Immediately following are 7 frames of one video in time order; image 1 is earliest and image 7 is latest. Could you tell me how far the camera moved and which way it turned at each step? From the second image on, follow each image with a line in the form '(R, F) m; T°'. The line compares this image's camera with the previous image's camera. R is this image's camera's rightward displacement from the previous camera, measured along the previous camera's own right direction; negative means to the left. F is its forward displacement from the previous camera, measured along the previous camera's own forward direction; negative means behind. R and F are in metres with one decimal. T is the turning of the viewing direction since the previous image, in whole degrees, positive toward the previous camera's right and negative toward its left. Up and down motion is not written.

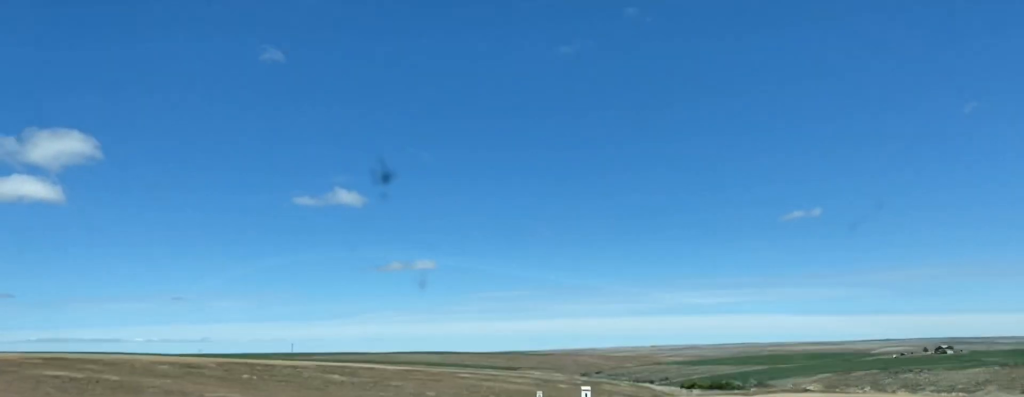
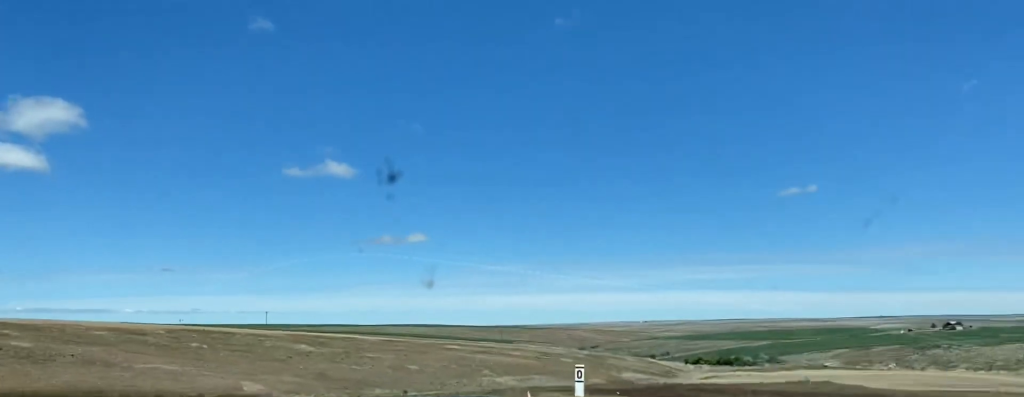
(+0.1, +28.8) m; 0°
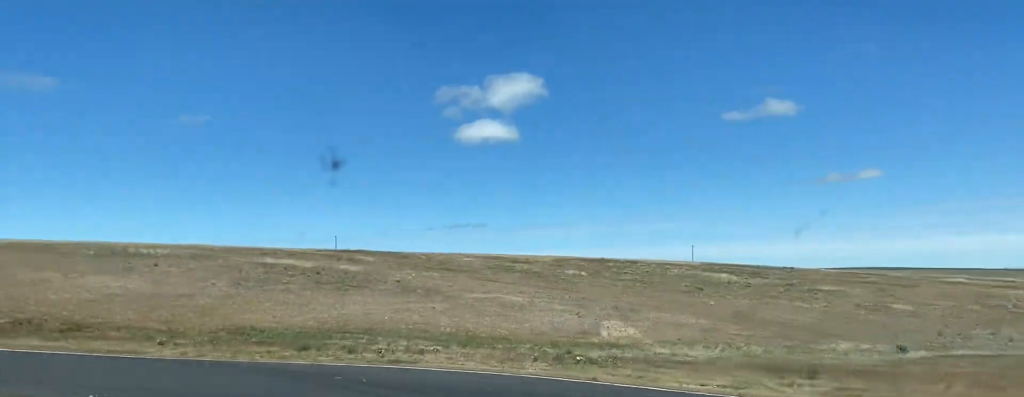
(-10.5, +66.5) m; -37°
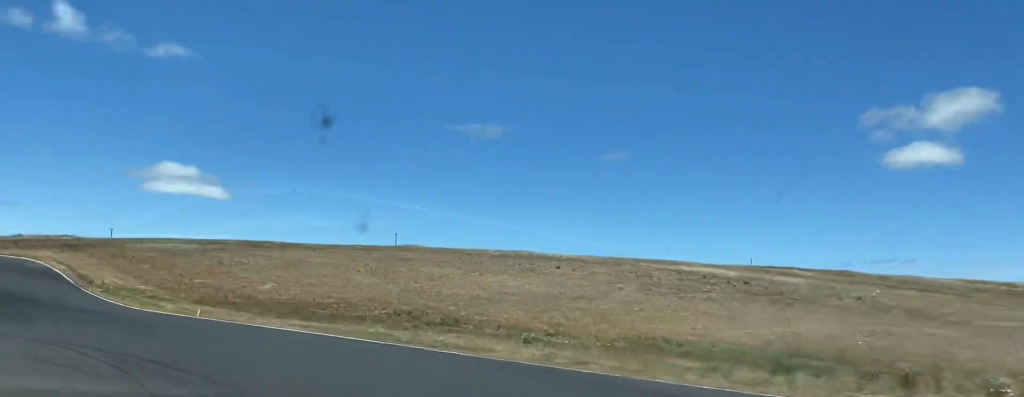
(-6.2, +22.9) m; -20°
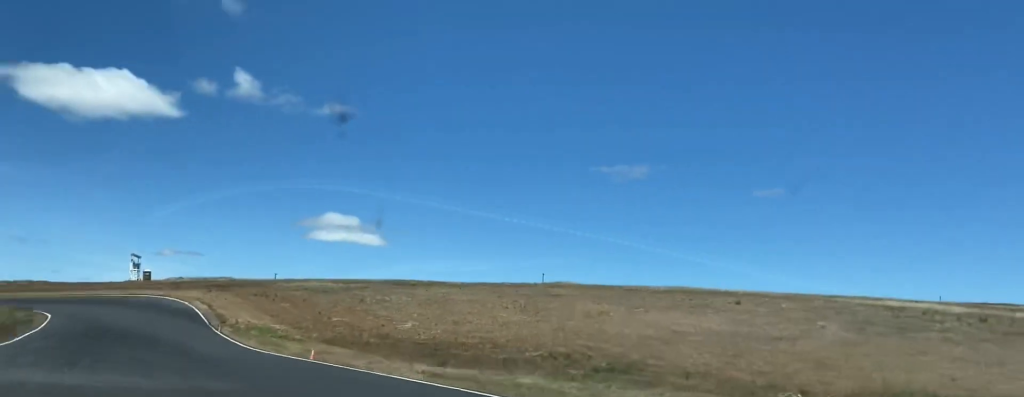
(+0.1, +10.1) m; -7°
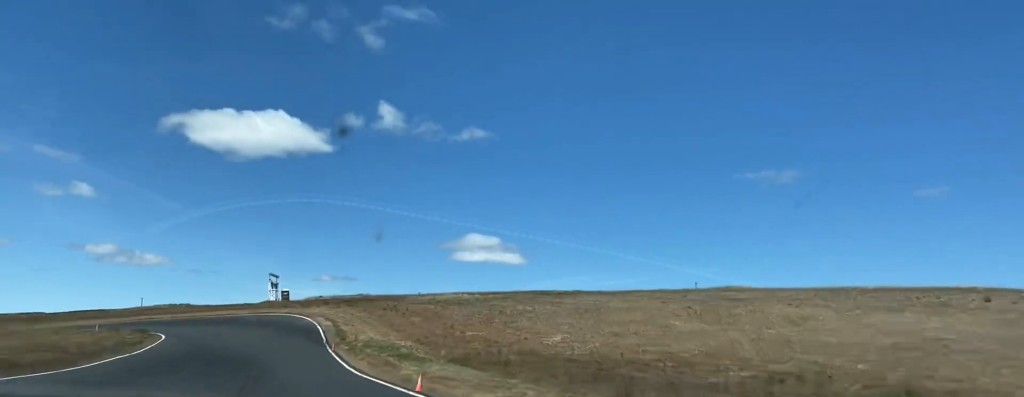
(-0.1, +12.5) m; -9°
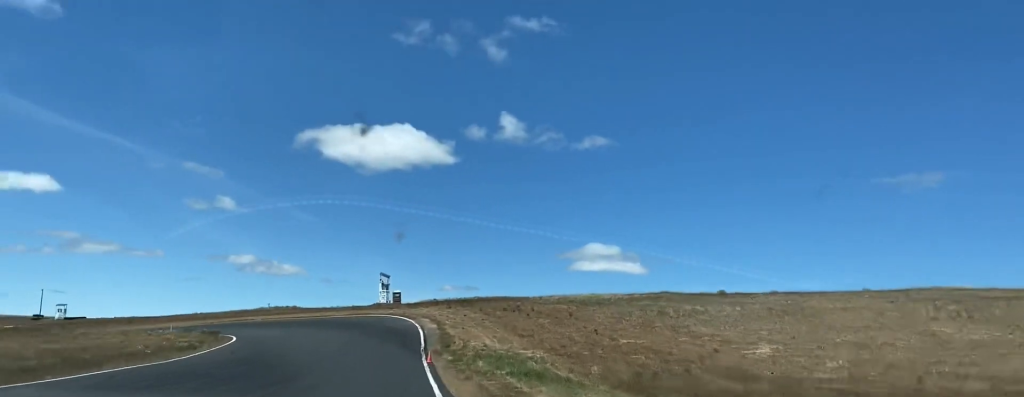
(-2.6, +15.0) m; -11°
